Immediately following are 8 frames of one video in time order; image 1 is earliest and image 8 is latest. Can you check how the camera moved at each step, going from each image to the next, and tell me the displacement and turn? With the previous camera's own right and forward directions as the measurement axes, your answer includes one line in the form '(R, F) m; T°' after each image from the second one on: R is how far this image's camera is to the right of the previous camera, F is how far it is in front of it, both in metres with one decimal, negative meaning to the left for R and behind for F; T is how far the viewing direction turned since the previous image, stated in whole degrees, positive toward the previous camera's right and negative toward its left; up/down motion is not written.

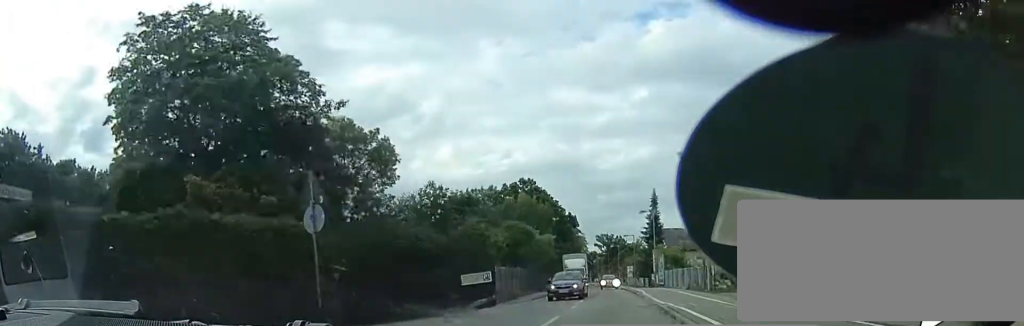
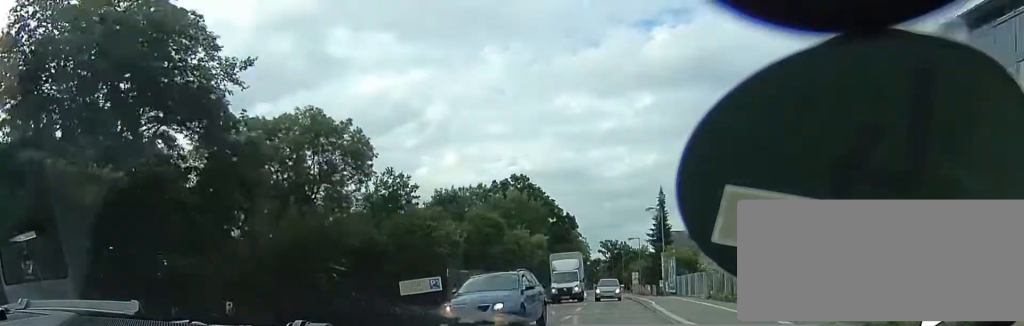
(+0.1, +7.3) m; 0°
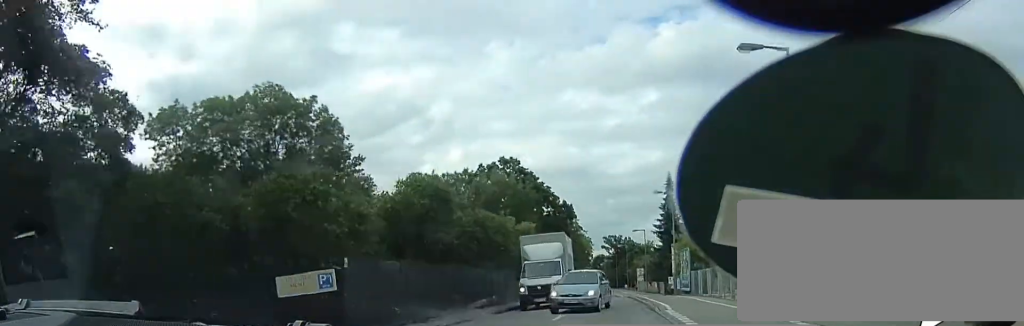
(-0.4, +7.6) m; -2°
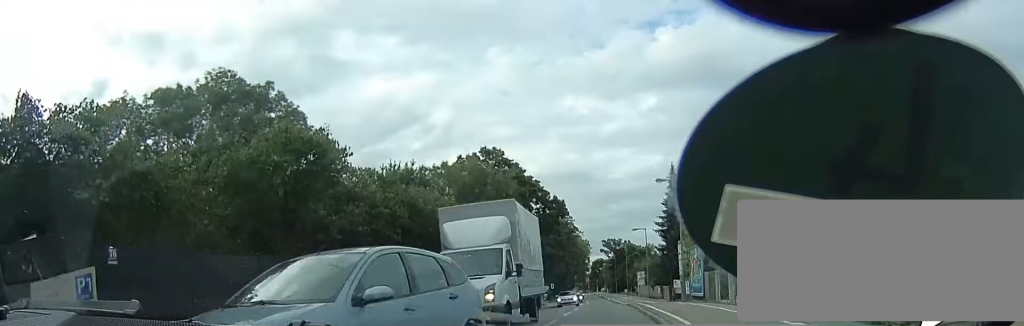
(0.0, +7.0) m; 0°
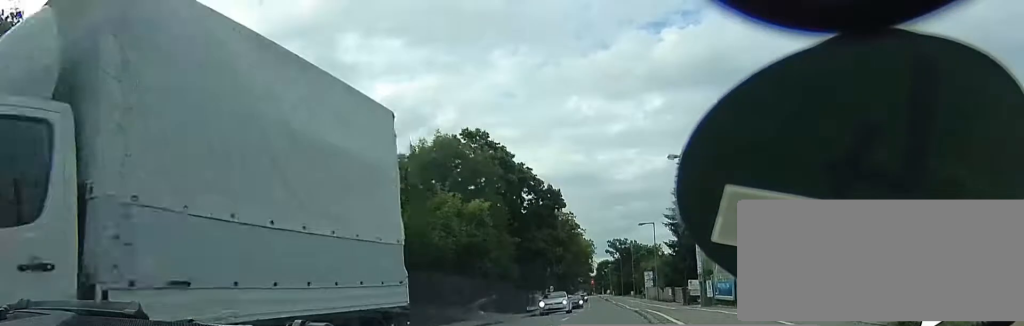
(+0.1, +7.6) m; 0°
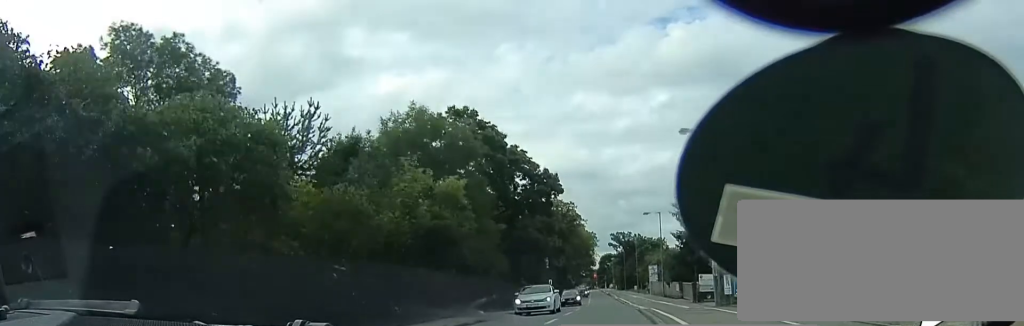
(-0.1, +4.2) m; 0°
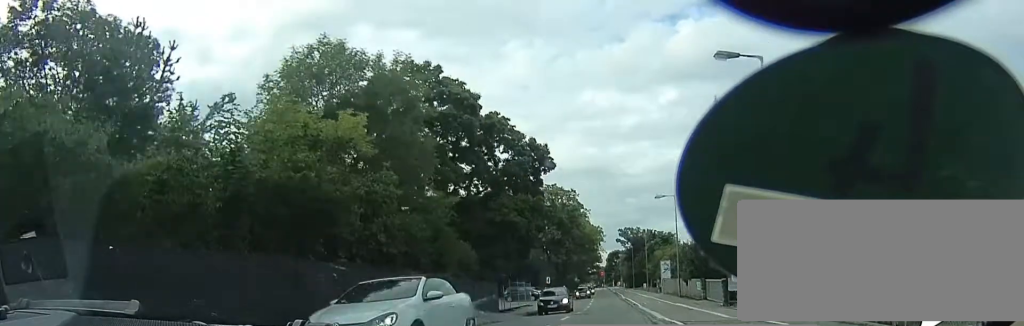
(0.0, +8.7) m; 0°
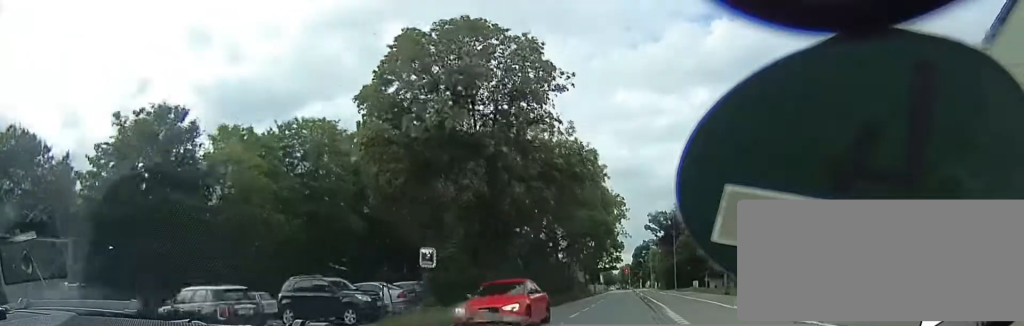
(-2.9, +40.4) m; -3°
